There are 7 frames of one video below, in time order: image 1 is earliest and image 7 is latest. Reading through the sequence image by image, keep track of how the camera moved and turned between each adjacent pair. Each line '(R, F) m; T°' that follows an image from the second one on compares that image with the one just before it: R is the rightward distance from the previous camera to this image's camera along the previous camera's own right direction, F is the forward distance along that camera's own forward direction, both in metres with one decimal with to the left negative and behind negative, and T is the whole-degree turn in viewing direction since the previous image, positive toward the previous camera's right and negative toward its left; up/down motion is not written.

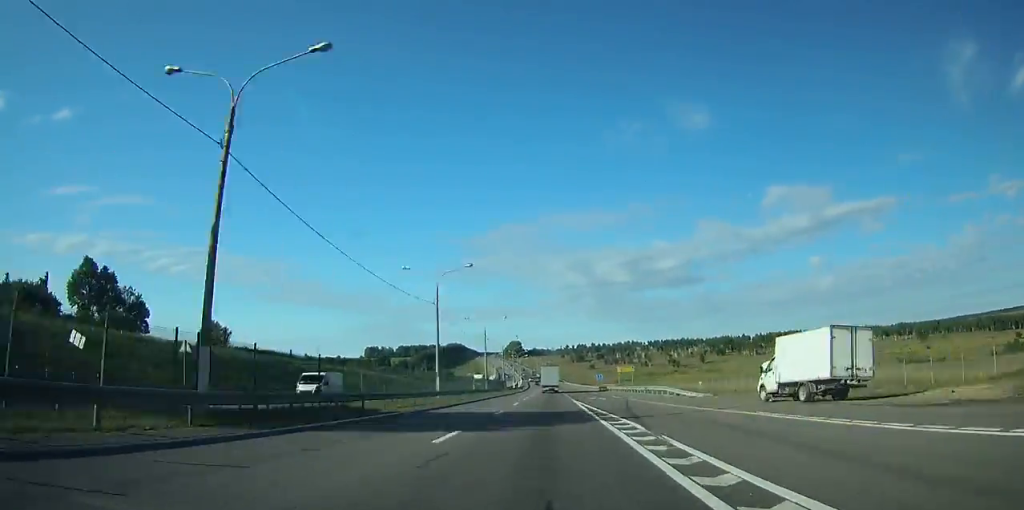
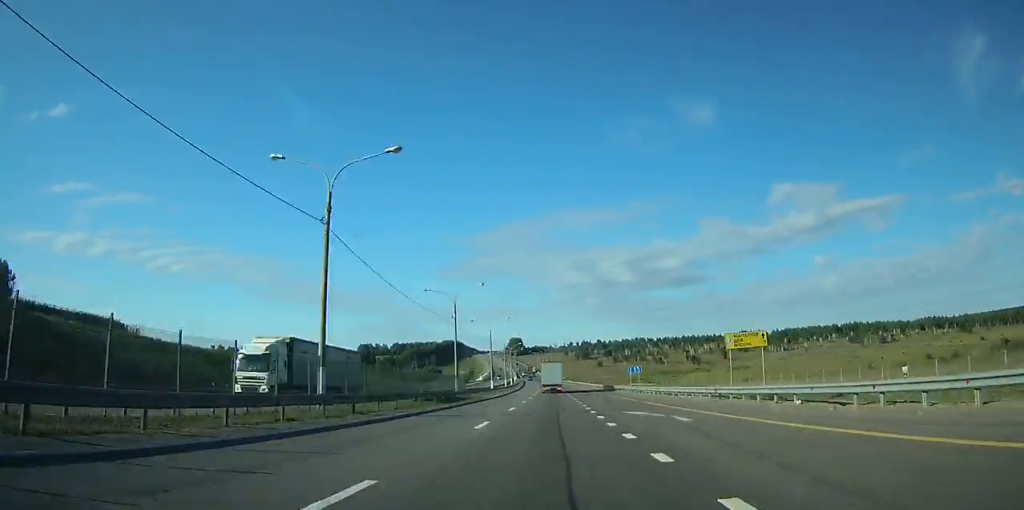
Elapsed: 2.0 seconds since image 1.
(-0.1, +54.5) m; -1°
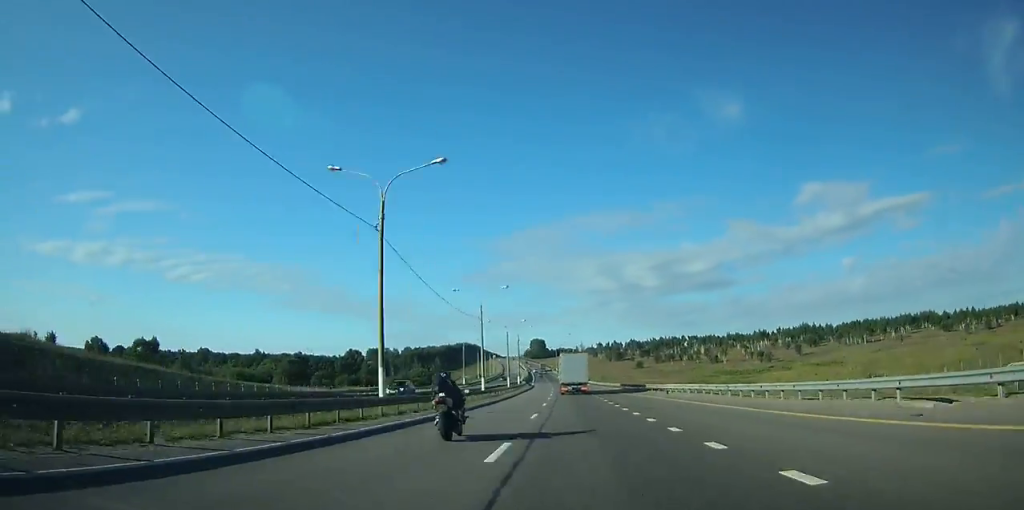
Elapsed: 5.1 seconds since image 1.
(-0.9, +88.9) m; -2°
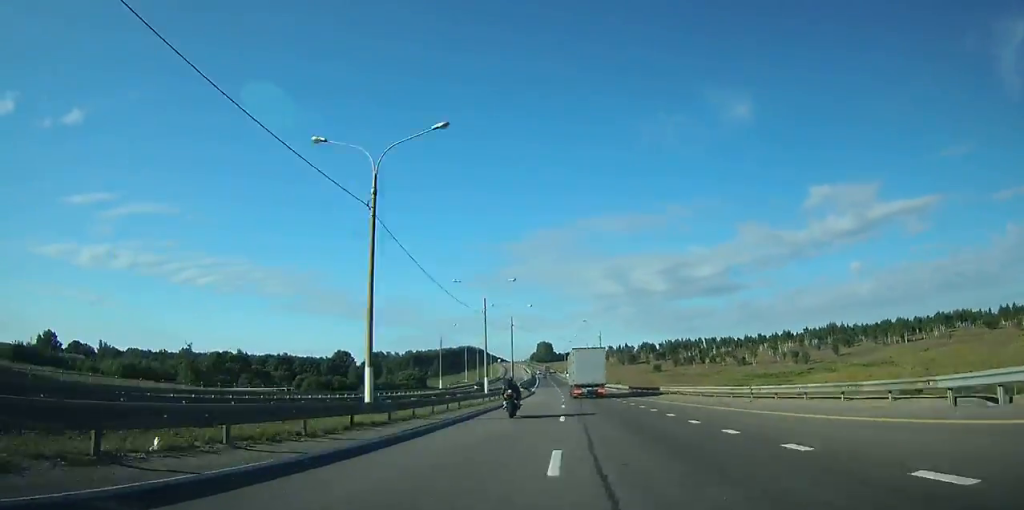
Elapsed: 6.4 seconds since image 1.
(-0.4, +37.8) m; -1°
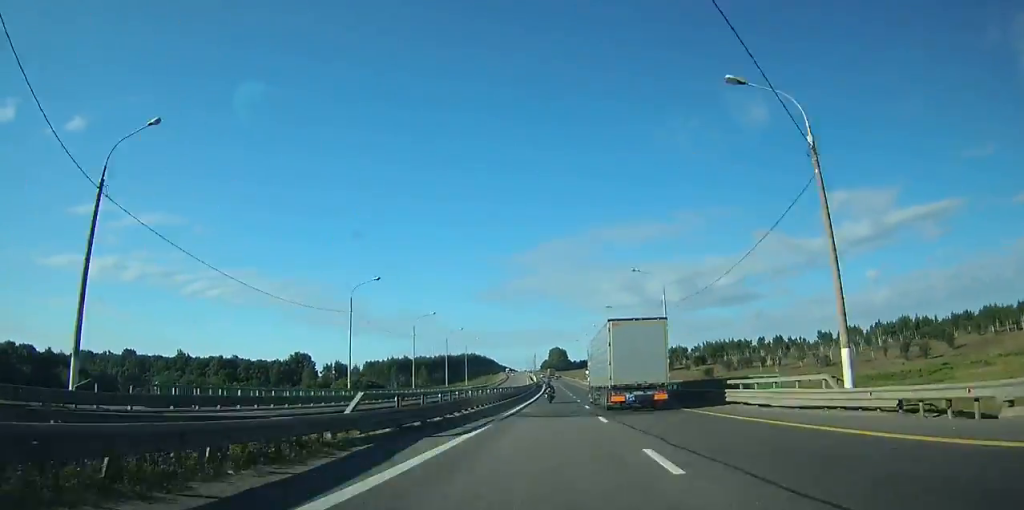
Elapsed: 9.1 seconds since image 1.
(-1.0, +82.2) m; -1°
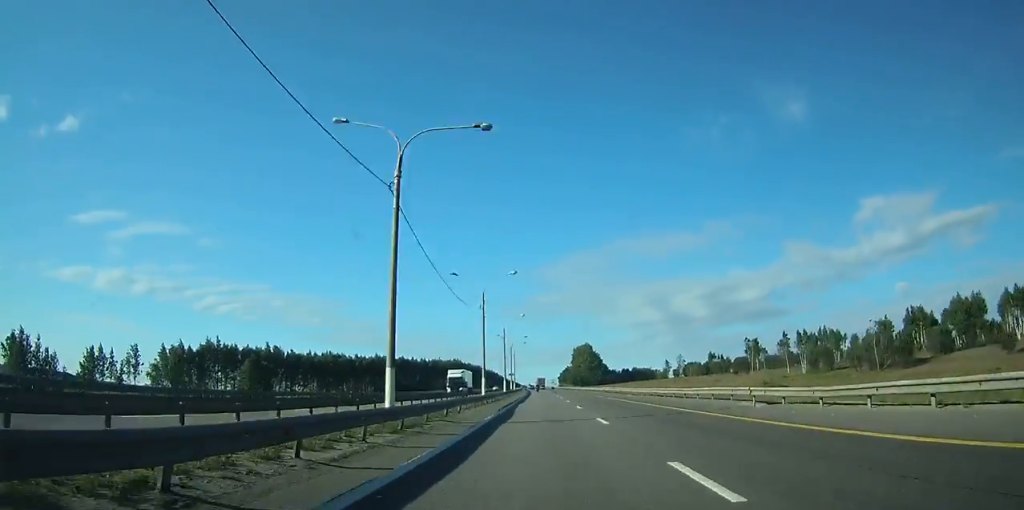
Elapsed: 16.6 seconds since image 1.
(-5.1, +236.7) m; -3°
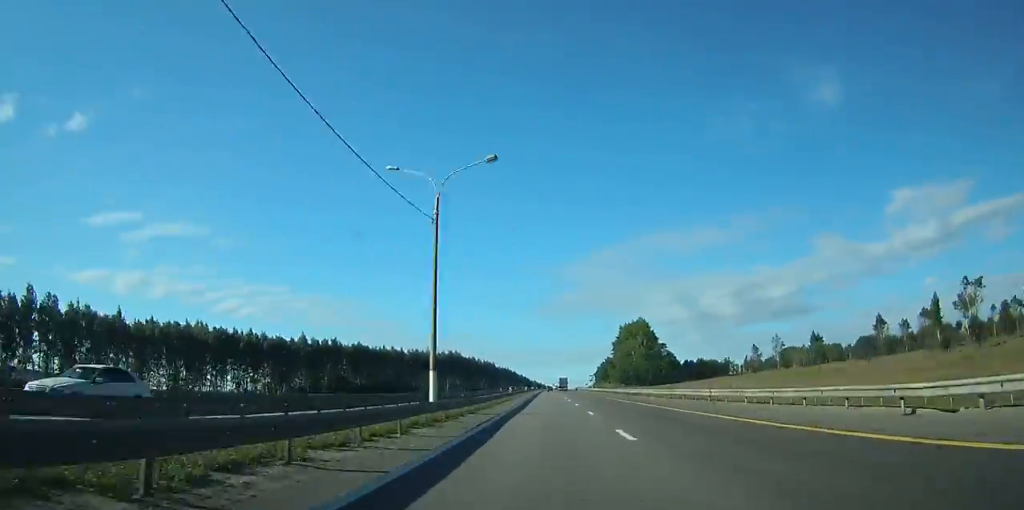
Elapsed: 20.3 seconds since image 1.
(-2.2, +117.4) m; -2°
